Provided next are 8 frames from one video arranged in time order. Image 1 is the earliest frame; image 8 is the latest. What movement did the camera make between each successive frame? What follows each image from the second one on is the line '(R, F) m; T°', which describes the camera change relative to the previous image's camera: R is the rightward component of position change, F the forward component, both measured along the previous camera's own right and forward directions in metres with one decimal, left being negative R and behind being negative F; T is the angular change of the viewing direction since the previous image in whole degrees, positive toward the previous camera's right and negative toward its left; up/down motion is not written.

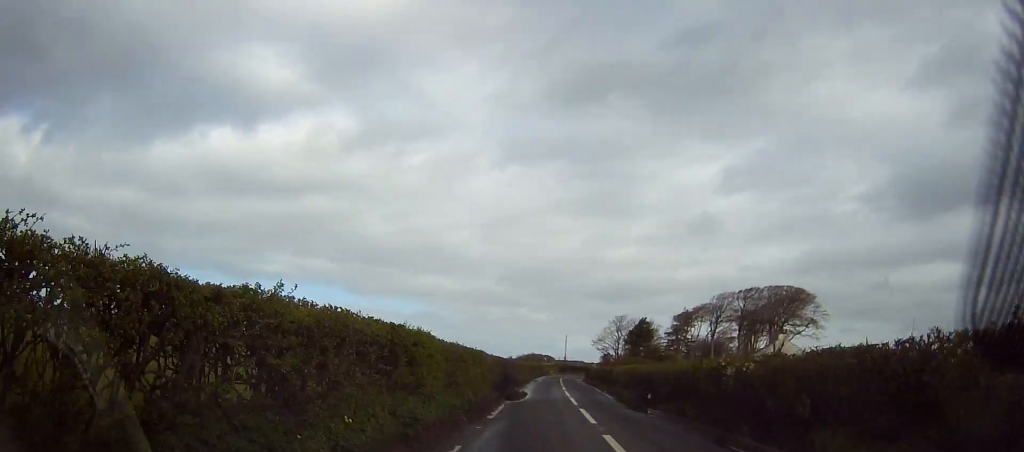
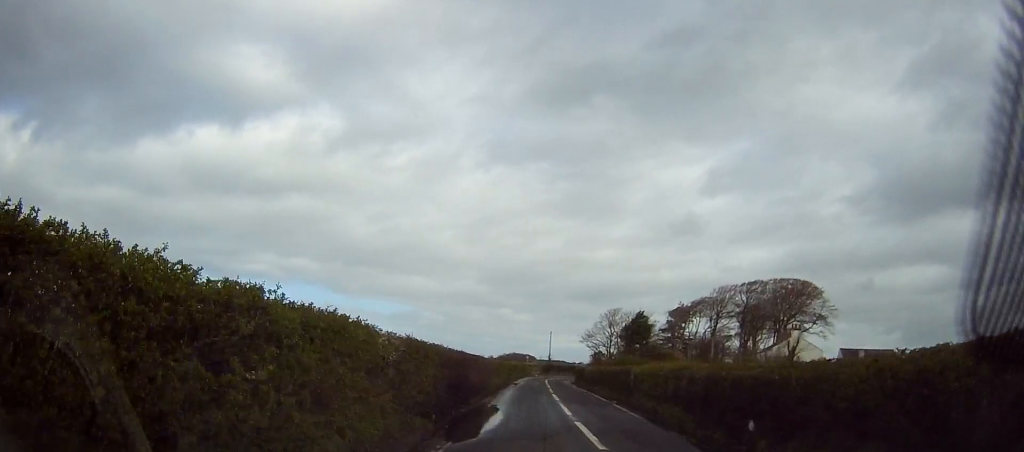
(+0.2, +14.3) m; +1°
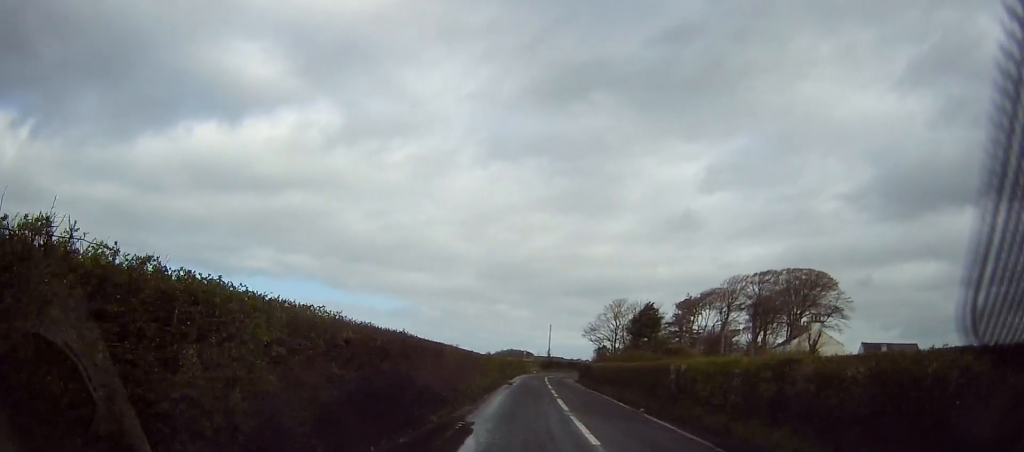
(-0.2, +8.7) m; 0°
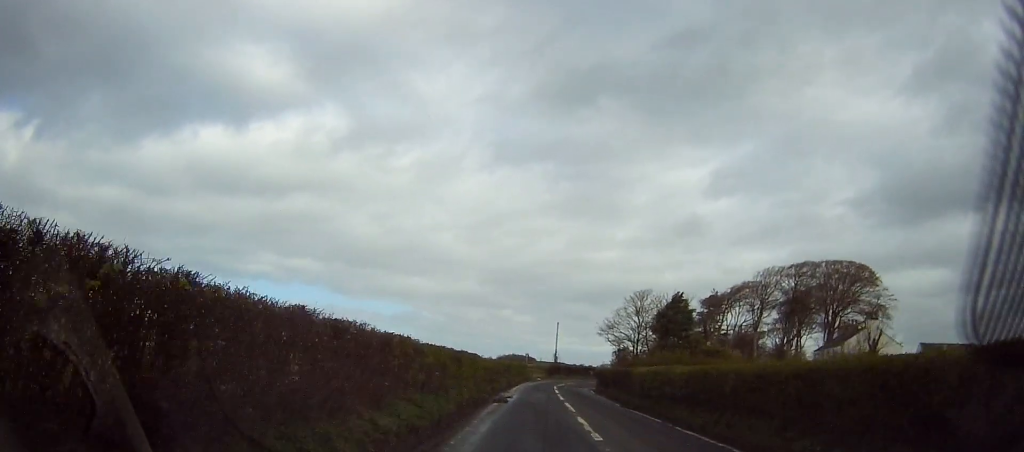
(+0.2, +16.9) m; 0°
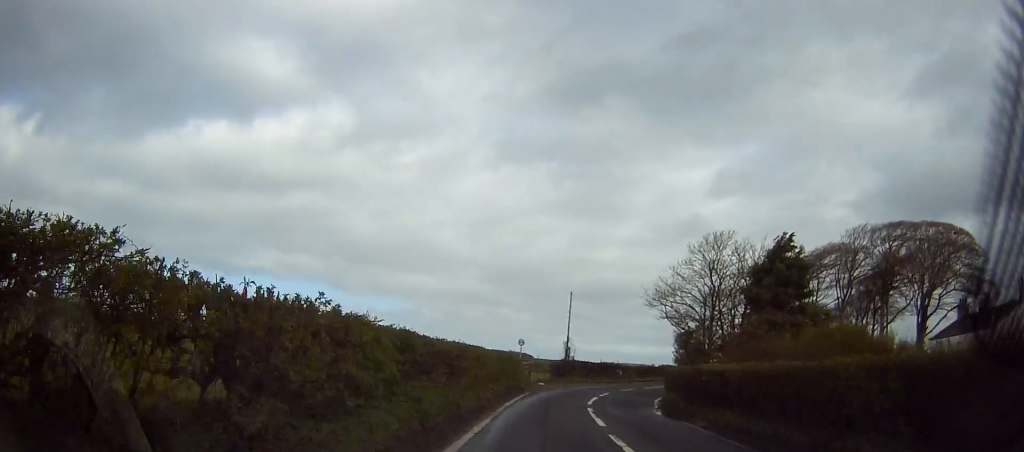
(0.0, +32.0) m; +2°
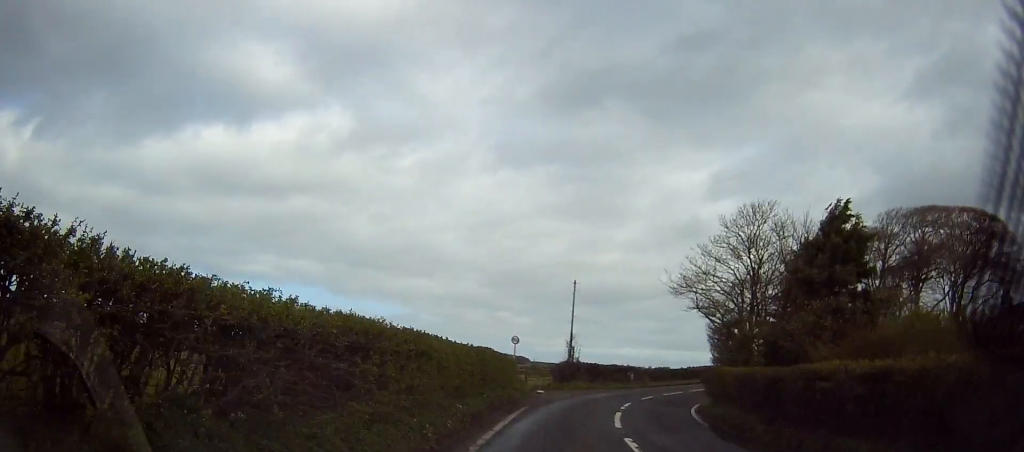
(+0.1, +8.8) m; +3°
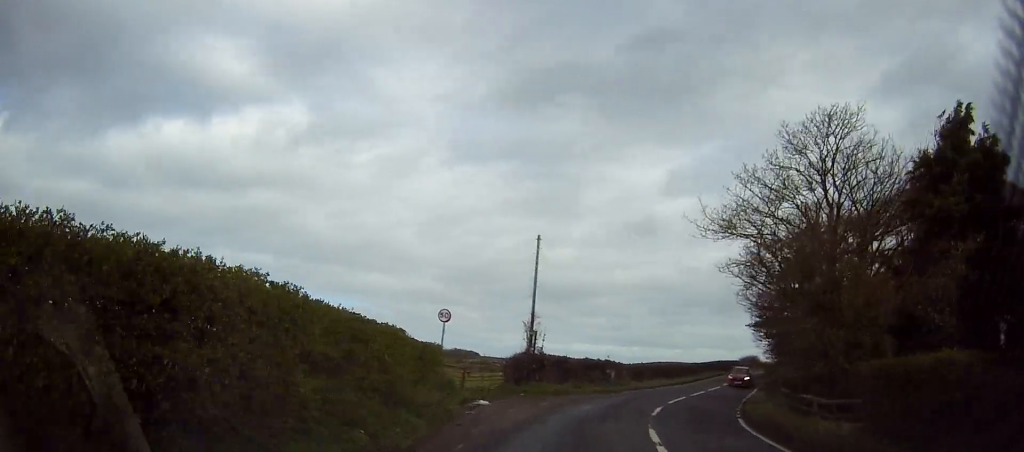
(+0.5, +14.4) m; +6°
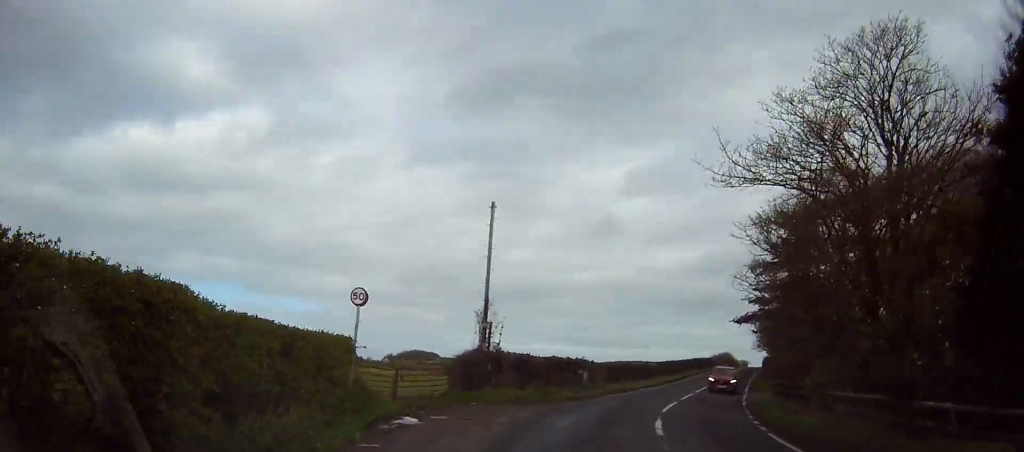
(0.0, +6.7) m; +4°
